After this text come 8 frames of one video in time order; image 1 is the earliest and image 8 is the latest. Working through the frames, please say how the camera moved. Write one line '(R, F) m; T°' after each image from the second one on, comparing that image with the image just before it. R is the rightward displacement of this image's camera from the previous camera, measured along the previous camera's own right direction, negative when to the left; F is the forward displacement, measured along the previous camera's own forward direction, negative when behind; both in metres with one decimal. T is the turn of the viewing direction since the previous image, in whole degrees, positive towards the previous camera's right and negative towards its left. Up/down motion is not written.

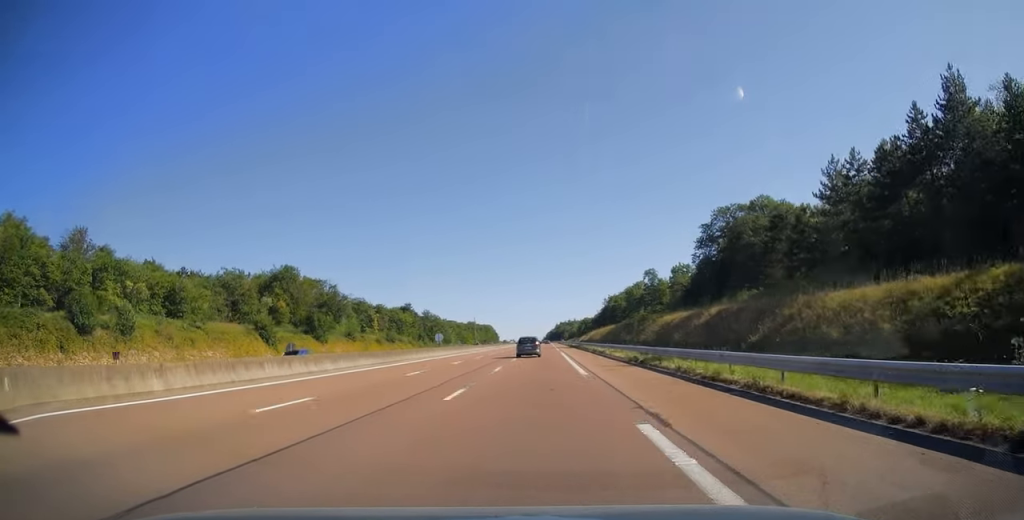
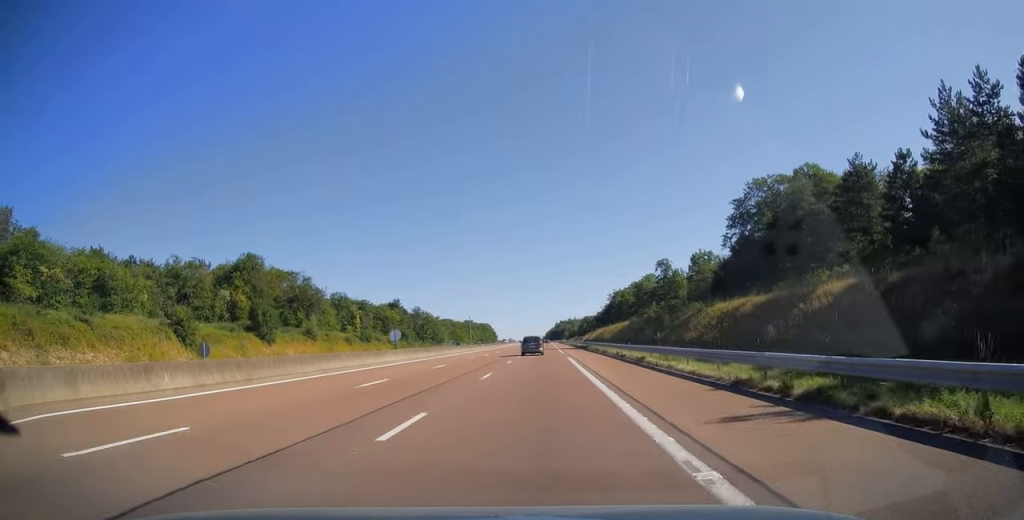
(0.0, +18.6) m; 0°
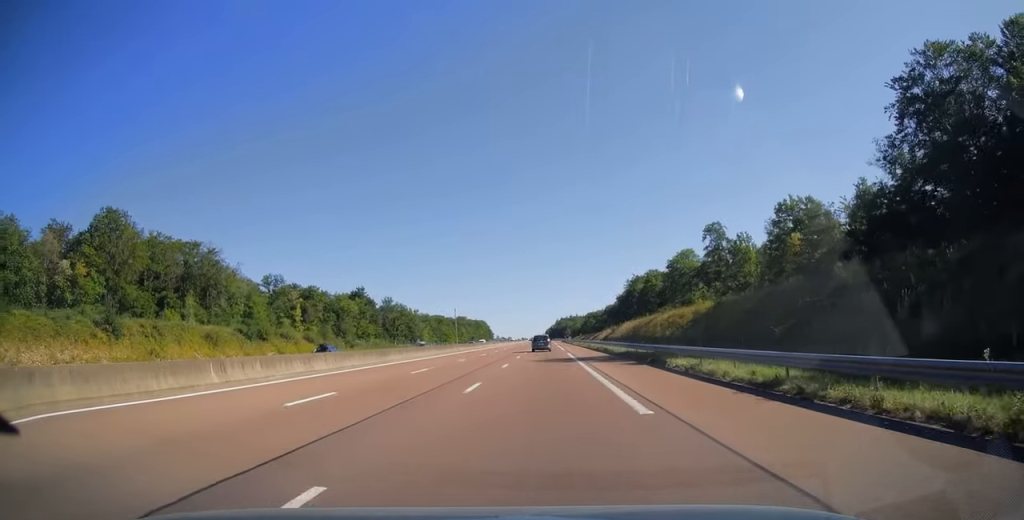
(0.0, +44.9) m; 0°
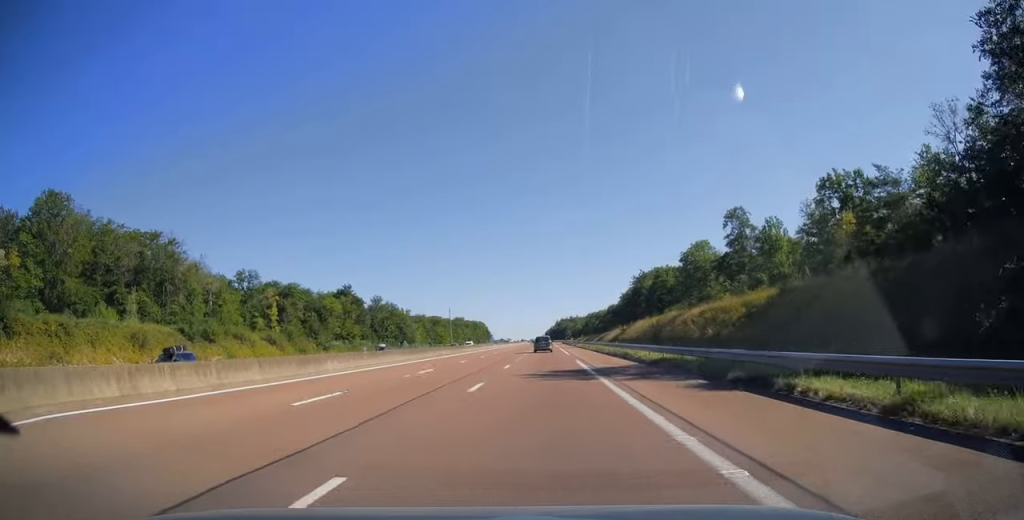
(0.0, +12.6) m; 0°
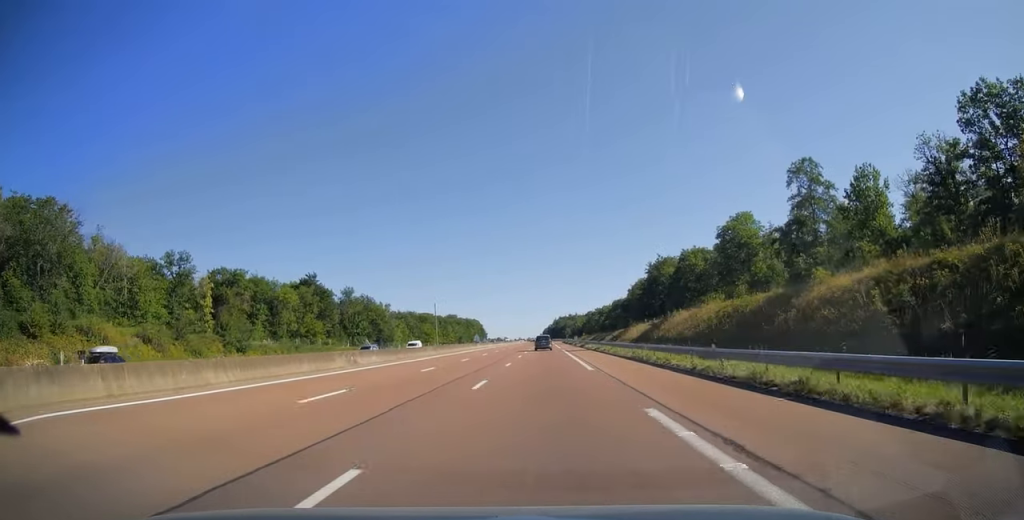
(0.0, +25.8) m; 0°
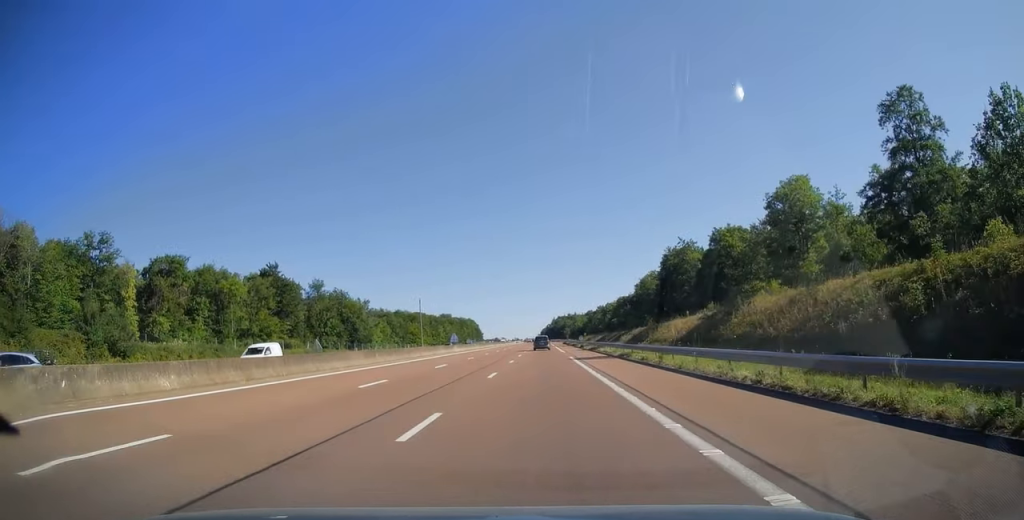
(0.0, +21.2) m; 0°
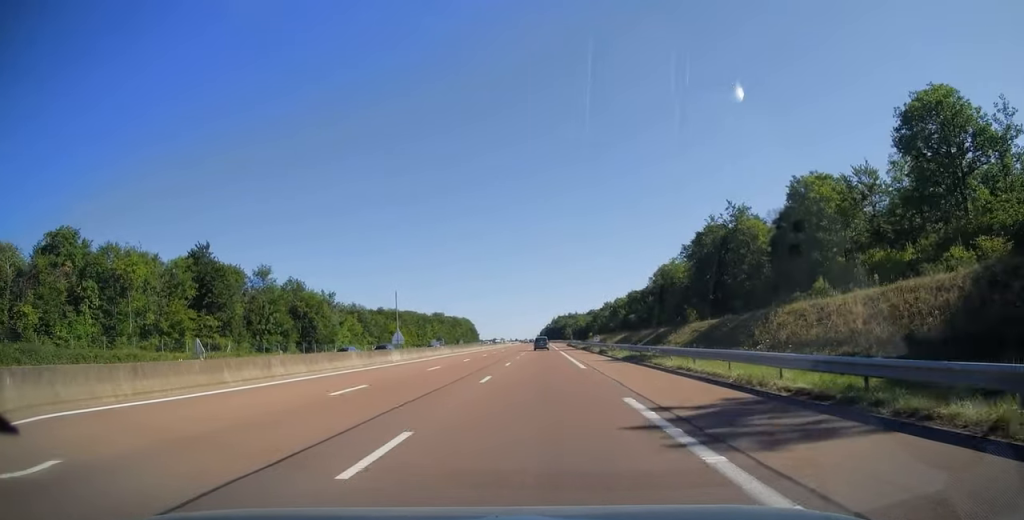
(0.0, +28.2) m; 0°
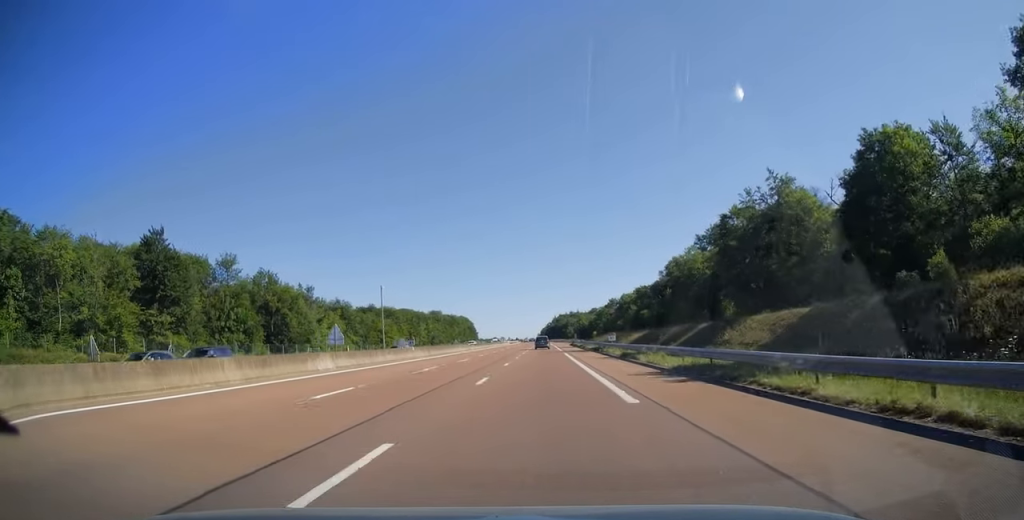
(0.0, +14.1) m; 0°
